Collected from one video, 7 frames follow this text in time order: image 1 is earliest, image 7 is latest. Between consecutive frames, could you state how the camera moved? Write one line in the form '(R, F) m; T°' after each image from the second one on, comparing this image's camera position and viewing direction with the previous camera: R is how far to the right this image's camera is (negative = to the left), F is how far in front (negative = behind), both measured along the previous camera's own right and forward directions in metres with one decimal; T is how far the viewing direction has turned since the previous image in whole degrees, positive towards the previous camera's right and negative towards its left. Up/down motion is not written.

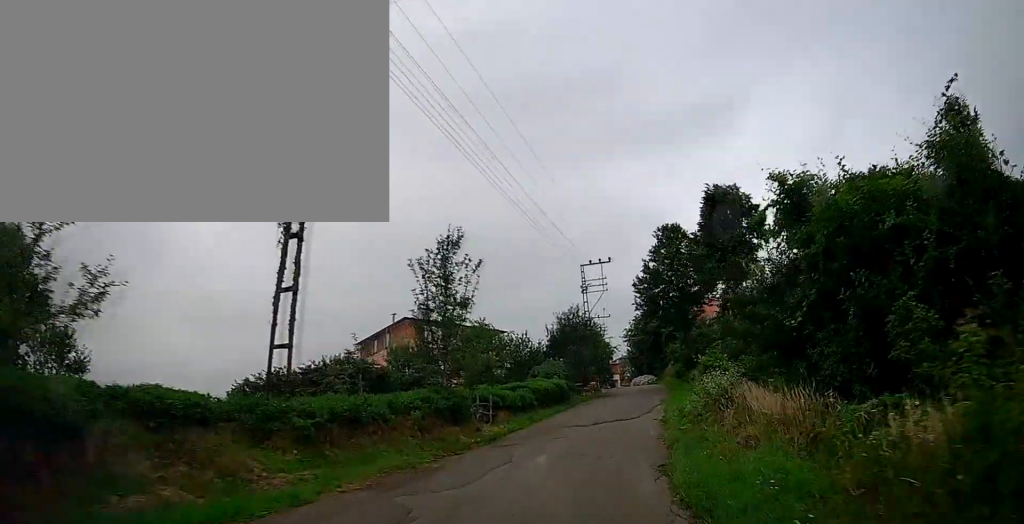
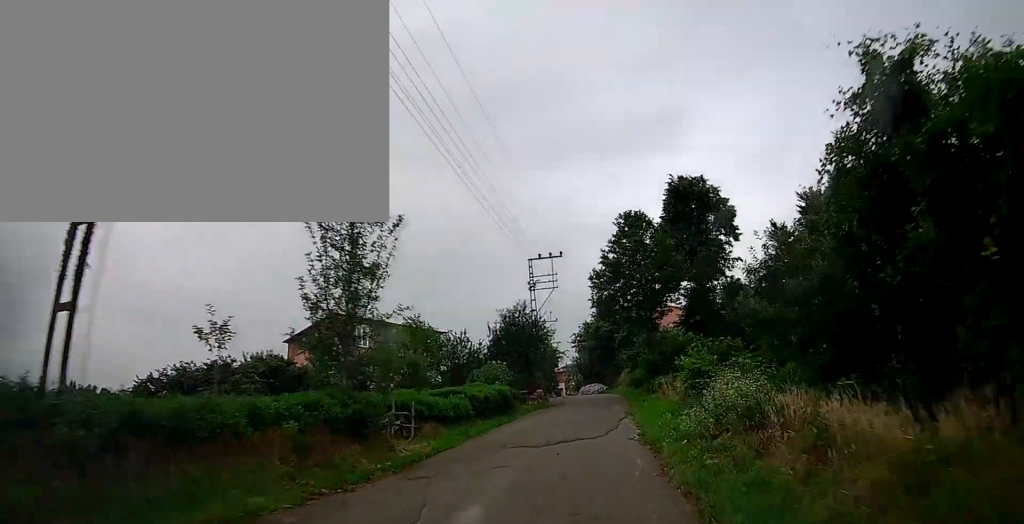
(+0.3, +4.9) m; +5°
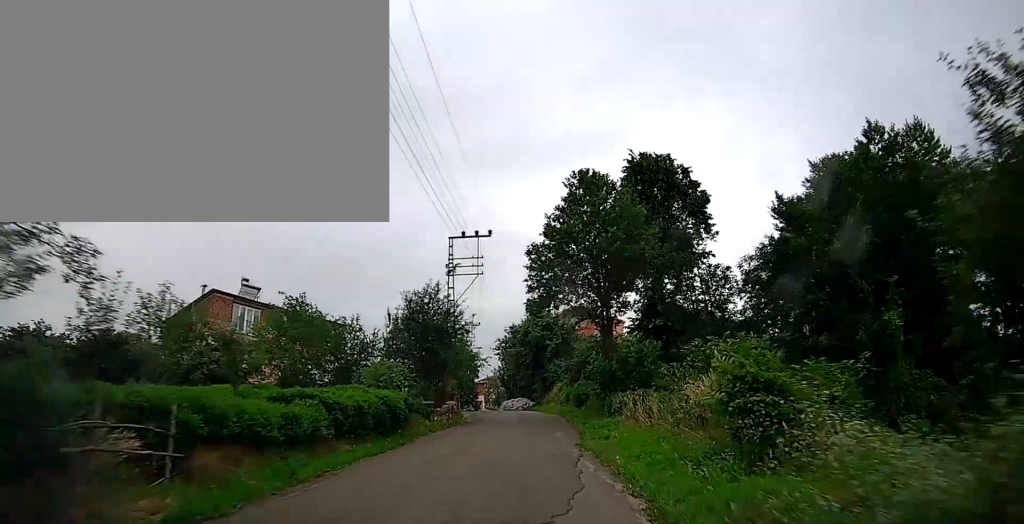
(+0.6, +8.5) m; +7°
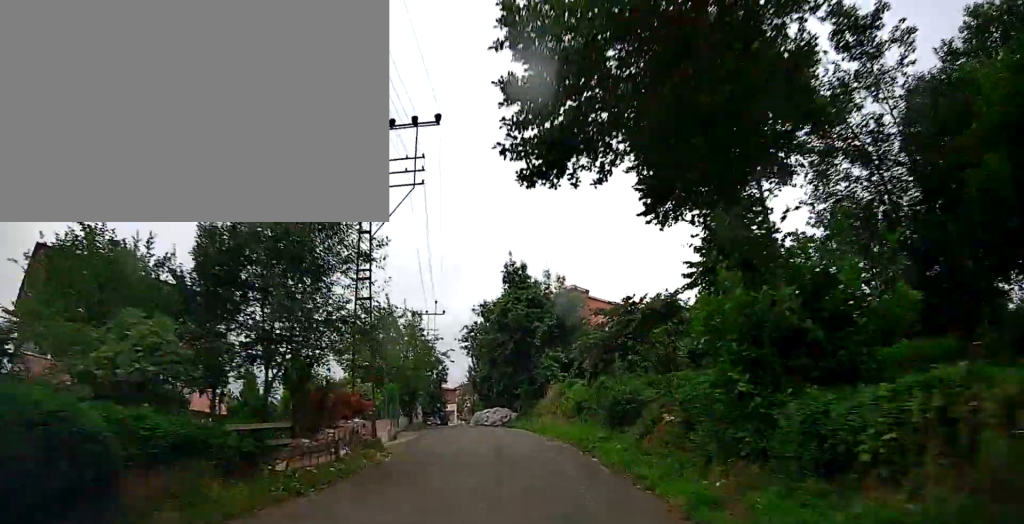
(+0.7, +14.9) m; +4°
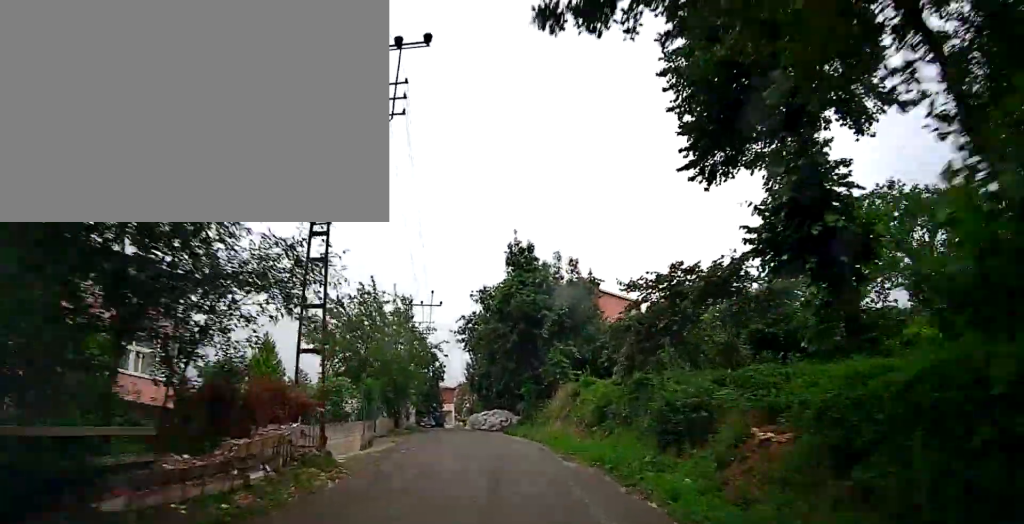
(+0.1, +4.6) m; -1°
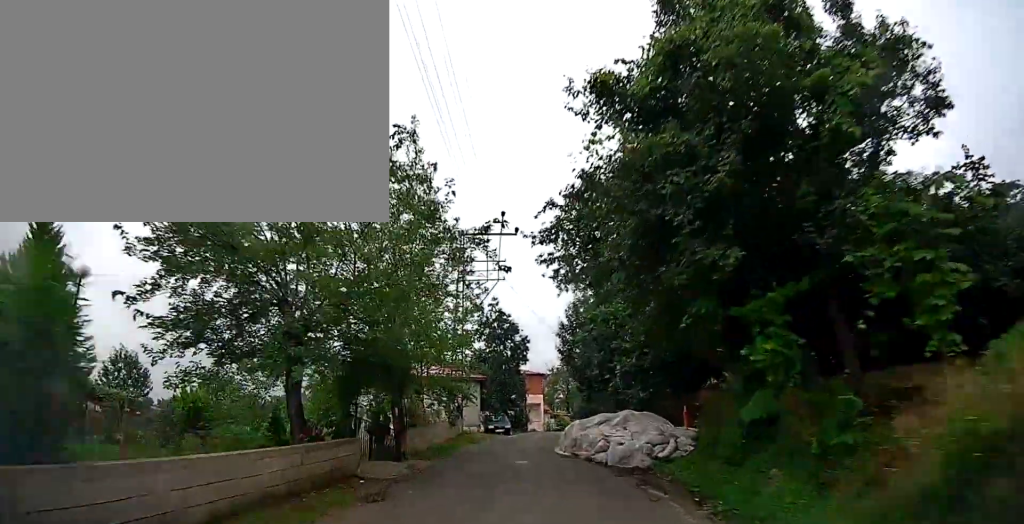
(-1.3, +18.9) m; -6°
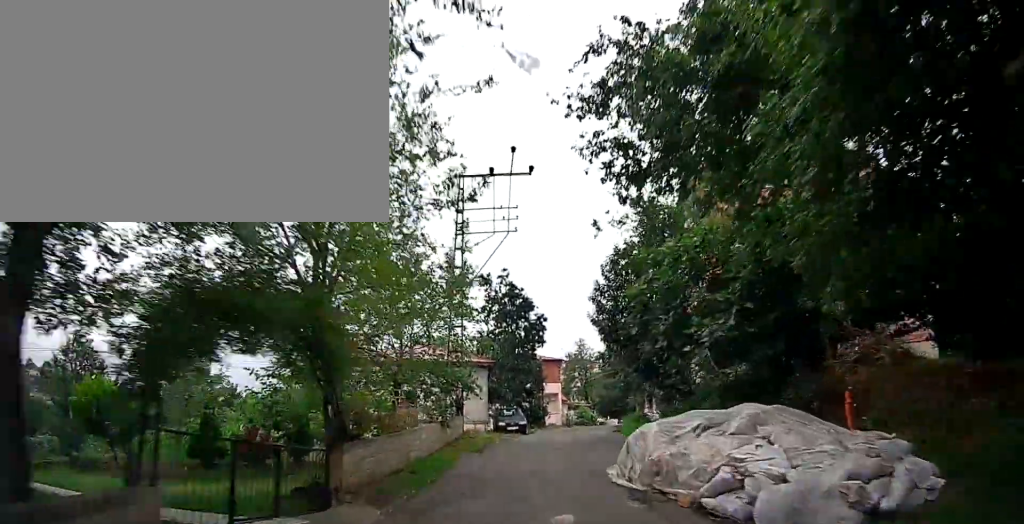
(0.0, +7.0) m; 0°
